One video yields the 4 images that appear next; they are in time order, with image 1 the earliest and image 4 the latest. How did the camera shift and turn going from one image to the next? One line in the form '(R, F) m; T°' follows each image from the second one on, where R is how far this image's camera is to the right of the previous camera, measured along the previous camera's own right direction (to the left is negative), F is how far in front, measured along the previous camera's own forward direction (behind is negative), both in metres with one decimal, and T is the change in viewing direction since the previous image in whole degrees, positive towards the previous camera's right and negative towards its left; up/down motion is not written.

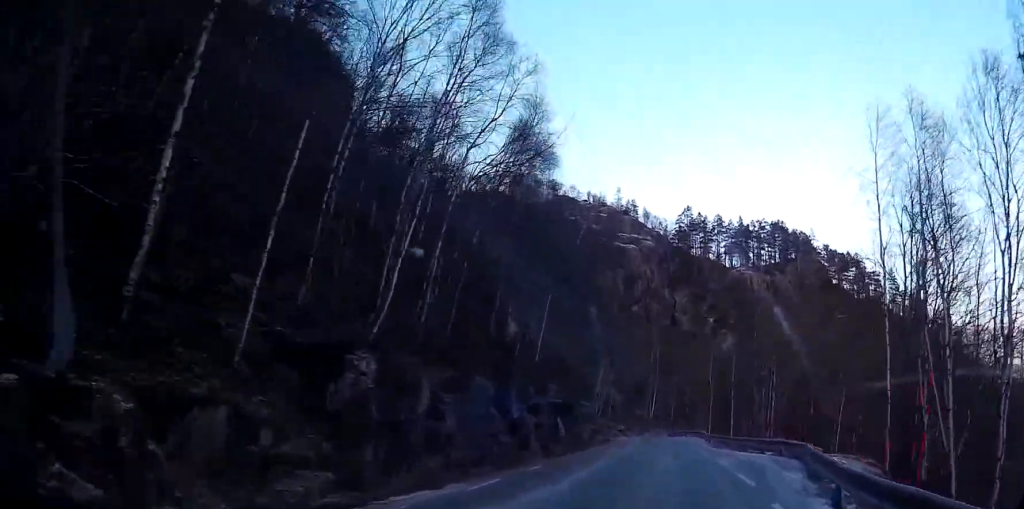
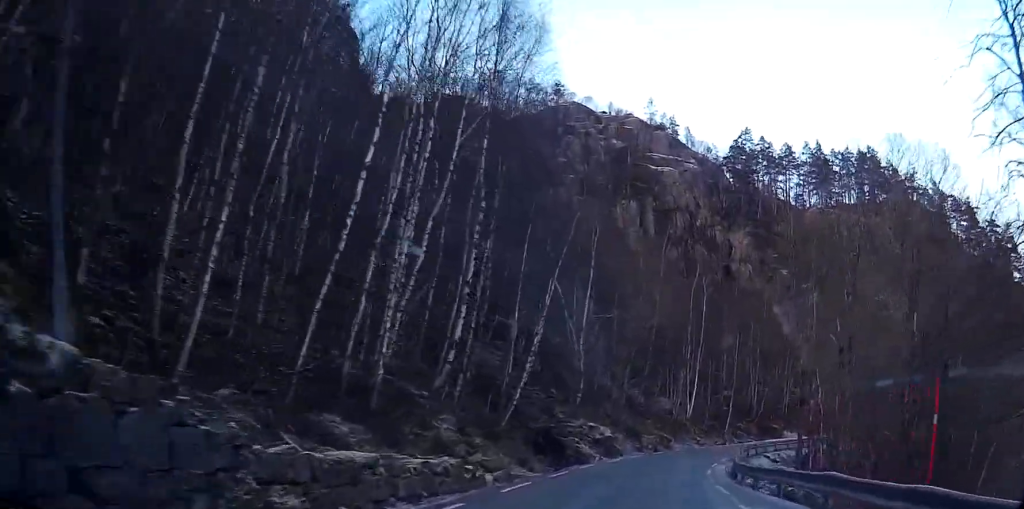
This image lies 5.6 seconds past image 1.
(0.0, +69.0) m; -4°
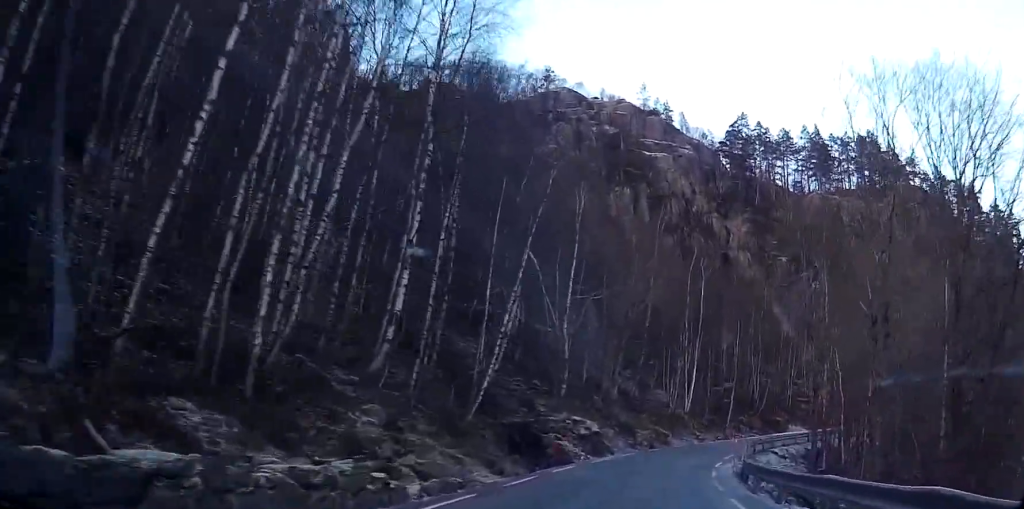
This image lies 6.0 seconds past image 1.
(0.0, +5.1) m; -1°
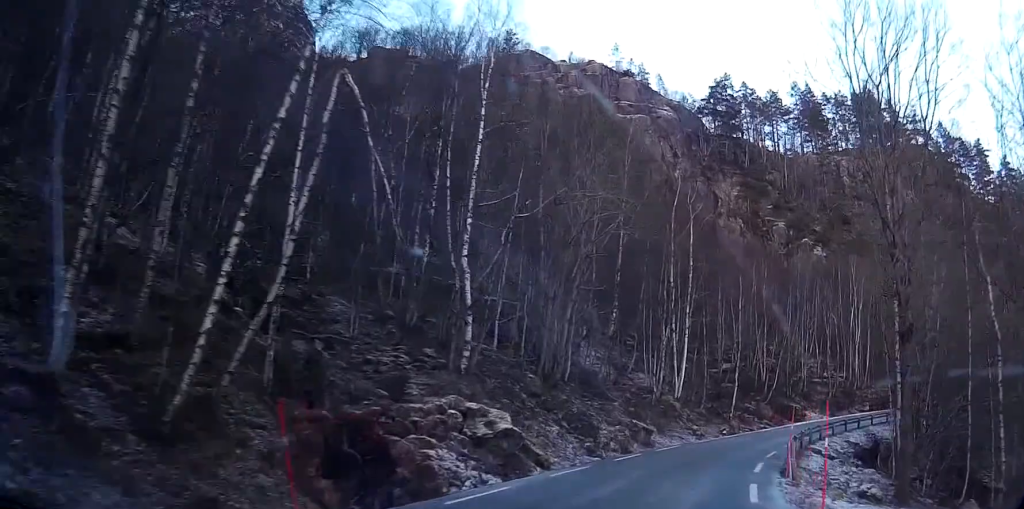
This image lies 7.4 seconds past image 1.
(-0.8, +16.8) m; -3°
